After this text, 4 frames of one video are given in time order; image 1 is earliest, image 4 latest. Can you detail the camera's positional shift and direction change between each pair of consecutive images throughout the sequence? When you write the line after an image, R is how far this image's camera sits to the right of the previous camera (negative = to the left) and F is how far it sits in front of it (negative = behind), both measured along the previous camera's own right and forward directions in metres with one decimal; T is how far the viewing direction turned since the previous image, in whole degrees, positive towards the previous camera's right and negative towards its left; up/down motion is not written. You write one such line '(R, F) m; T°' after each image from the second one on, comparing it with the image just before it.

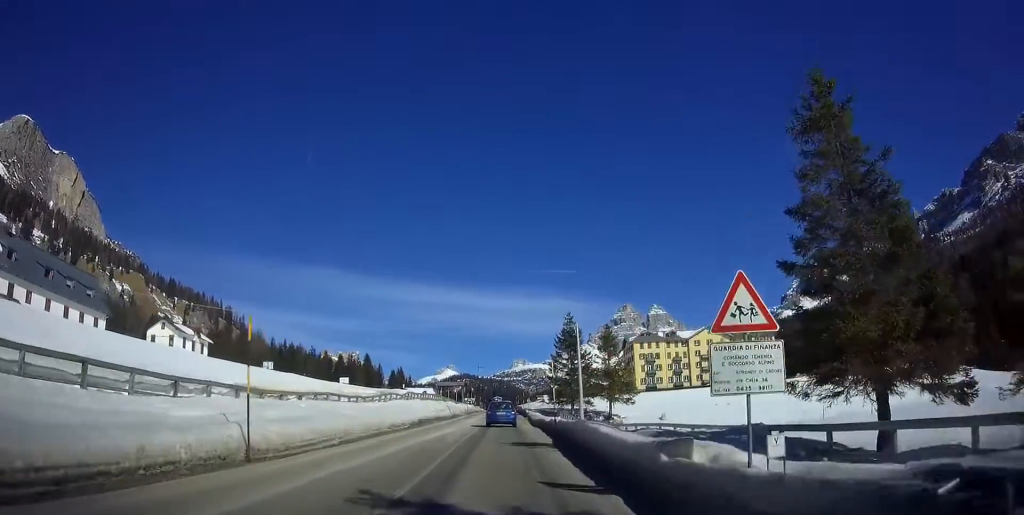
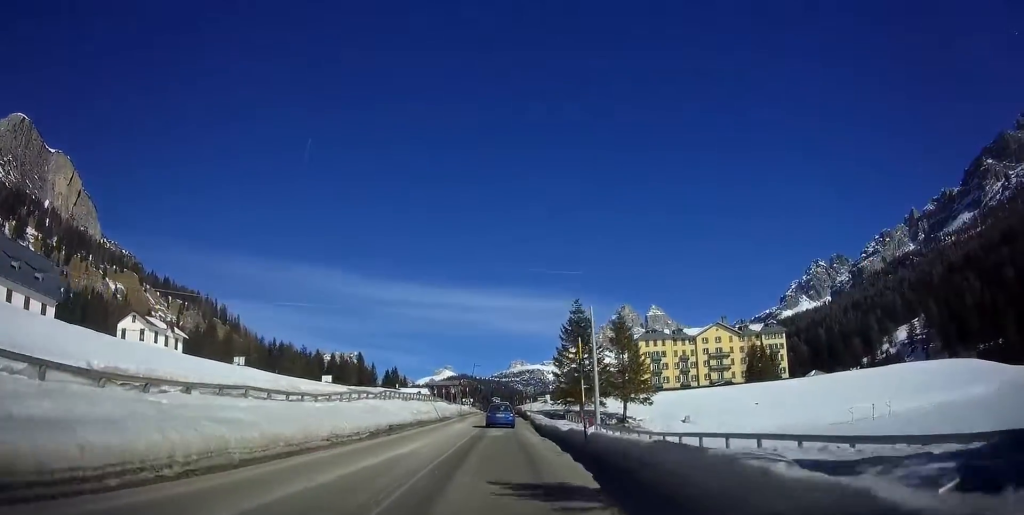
(0.0, +9.3) m; 0°
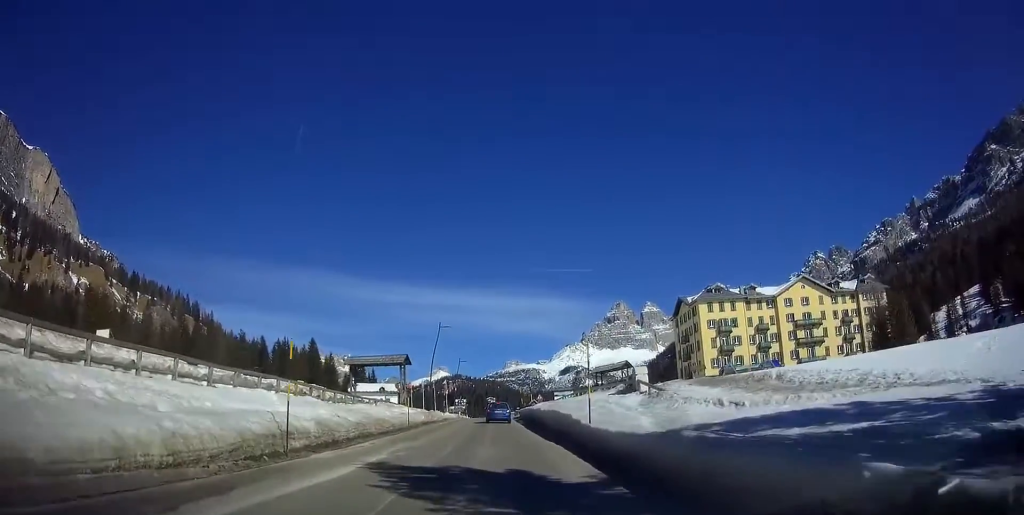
(+0.6, +56.5) m; +1°
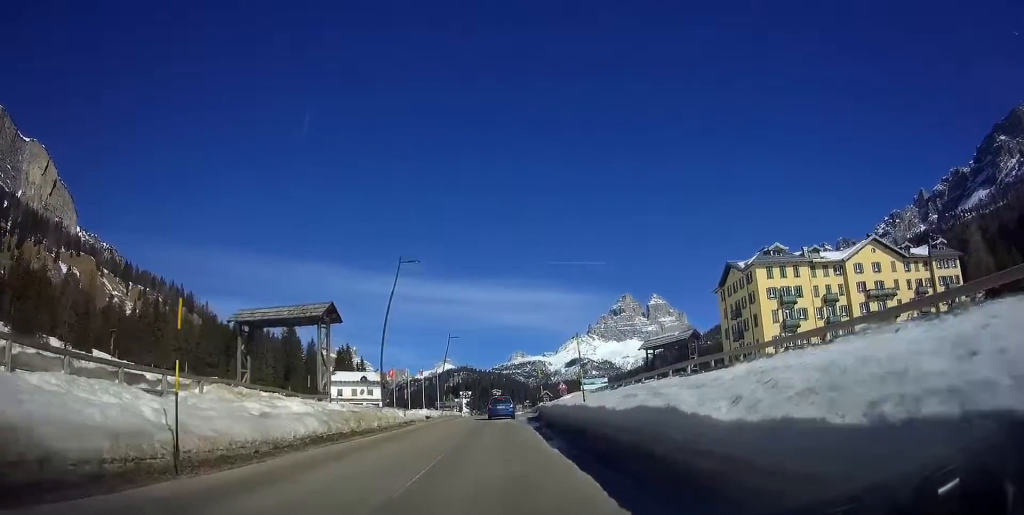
(-0.1, +23.5) m; -1°
